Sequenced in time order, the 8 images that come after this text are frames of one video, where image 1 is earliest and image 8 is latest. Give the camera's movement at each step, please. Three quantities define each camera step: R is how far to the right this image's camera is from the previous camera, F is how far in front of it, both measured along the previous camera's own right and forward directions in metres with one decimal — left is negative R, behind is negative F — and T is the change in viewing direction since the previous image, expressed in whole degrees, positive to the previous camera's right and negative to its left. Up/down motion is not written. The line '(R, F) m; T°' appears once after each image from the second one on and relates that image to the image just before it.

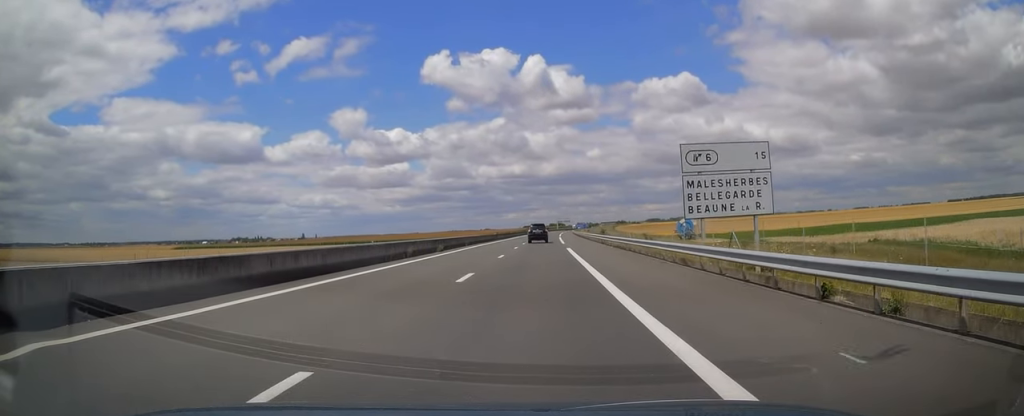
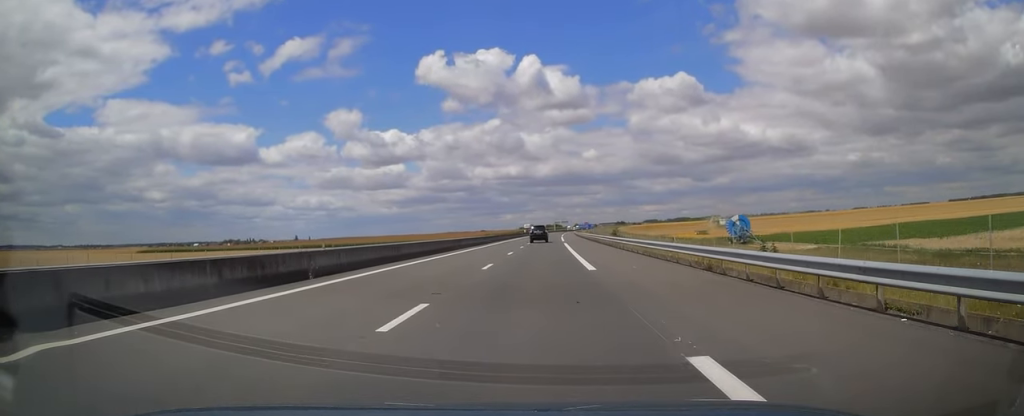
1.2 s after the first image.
(+0.5, +33.7) m; +1°
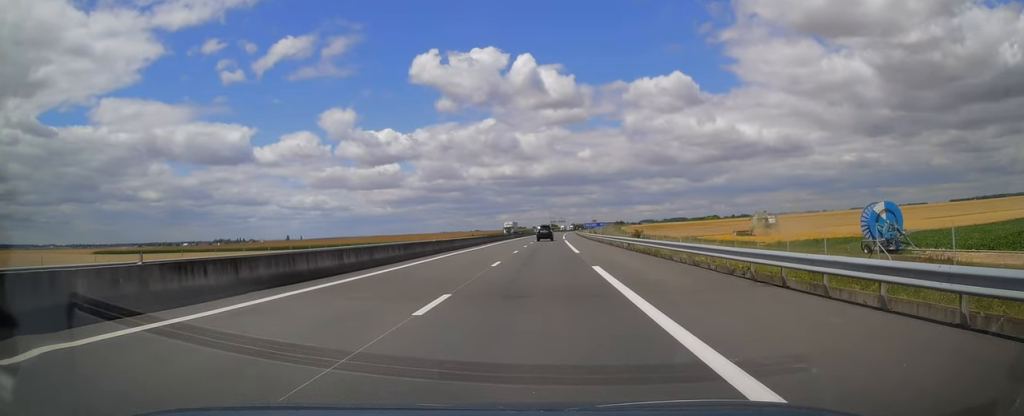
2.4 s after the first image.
(-0.2, +37.8) m; 0°
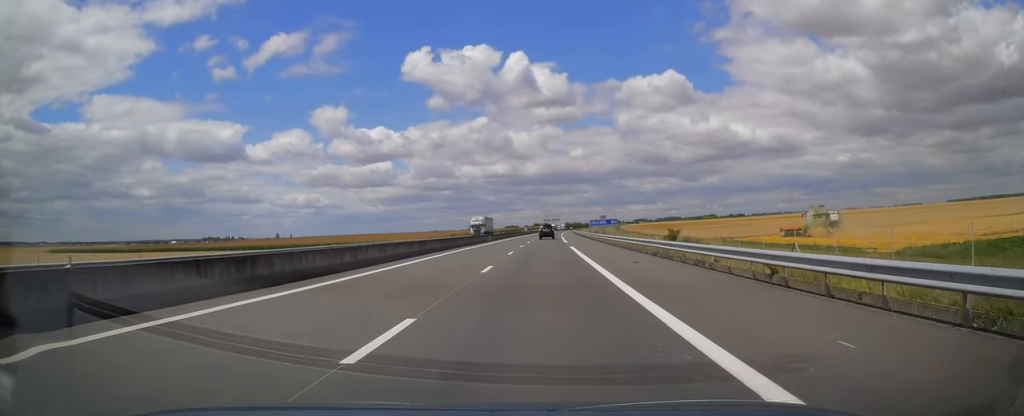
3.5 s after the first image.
(+0.4, +29.9) m; +1°
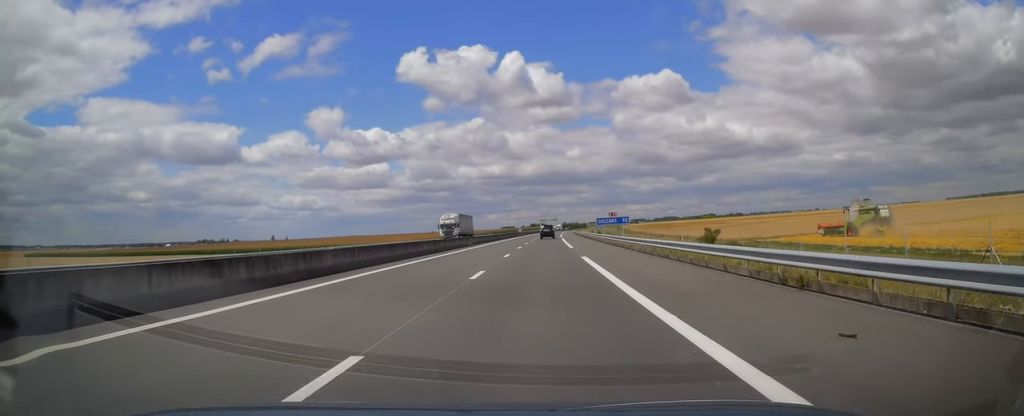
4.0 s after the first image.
(0.0, +15.7) m; 0°
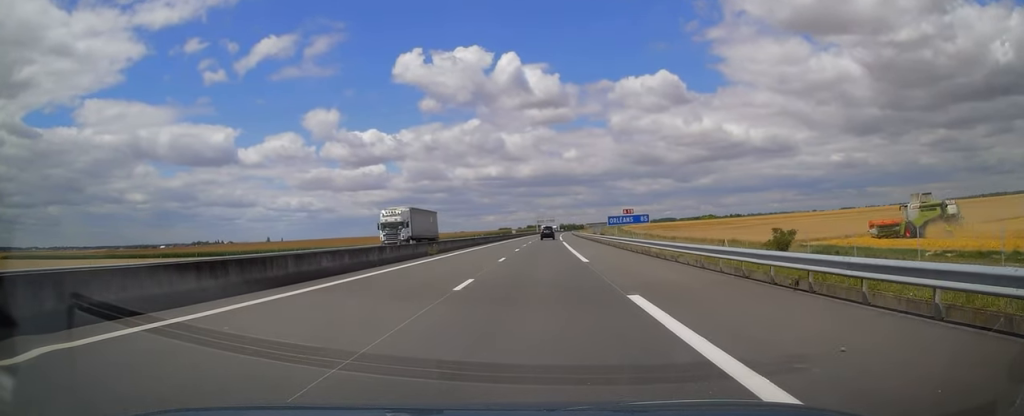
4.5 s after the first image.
(0.0, +15.7) m; 0°
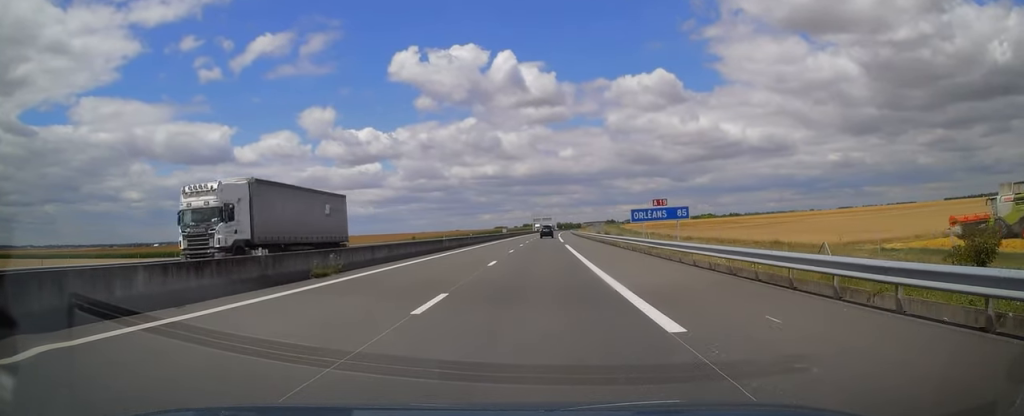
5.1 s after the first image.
(0.0, +17.1) m; 0°
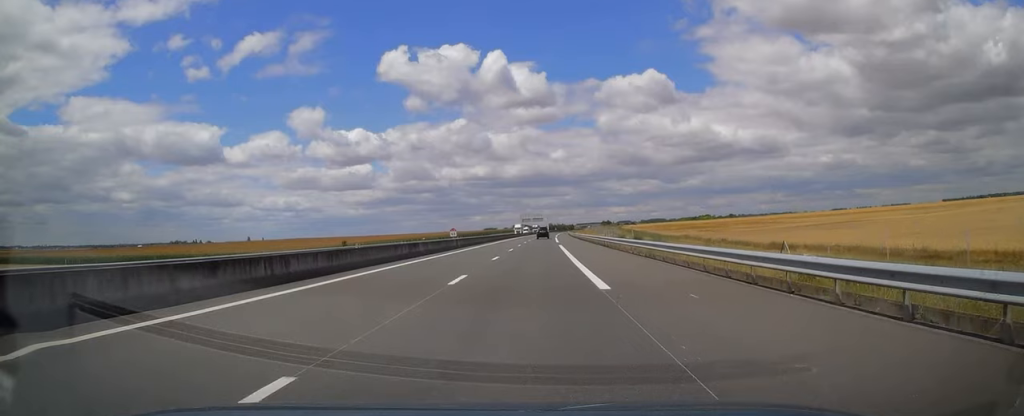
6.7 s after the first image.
(+0.5, +46.4) m; 0°
